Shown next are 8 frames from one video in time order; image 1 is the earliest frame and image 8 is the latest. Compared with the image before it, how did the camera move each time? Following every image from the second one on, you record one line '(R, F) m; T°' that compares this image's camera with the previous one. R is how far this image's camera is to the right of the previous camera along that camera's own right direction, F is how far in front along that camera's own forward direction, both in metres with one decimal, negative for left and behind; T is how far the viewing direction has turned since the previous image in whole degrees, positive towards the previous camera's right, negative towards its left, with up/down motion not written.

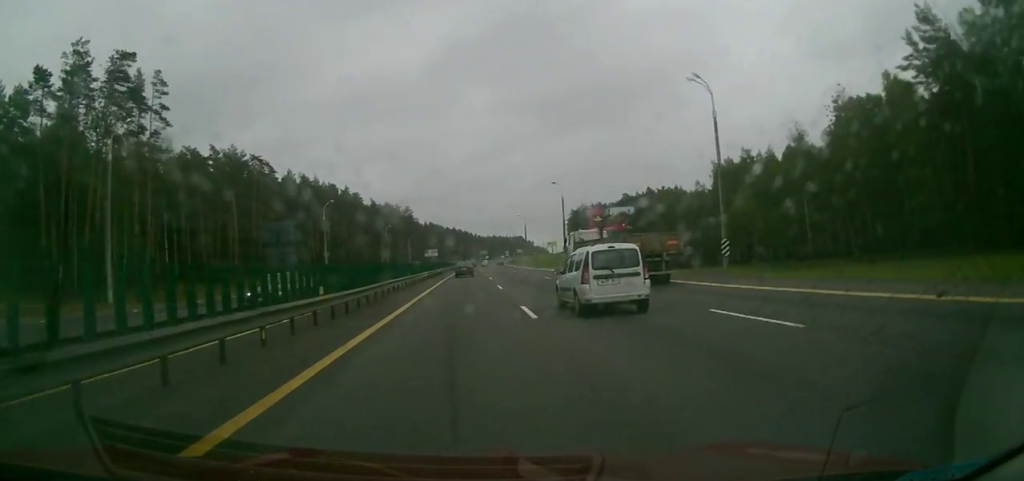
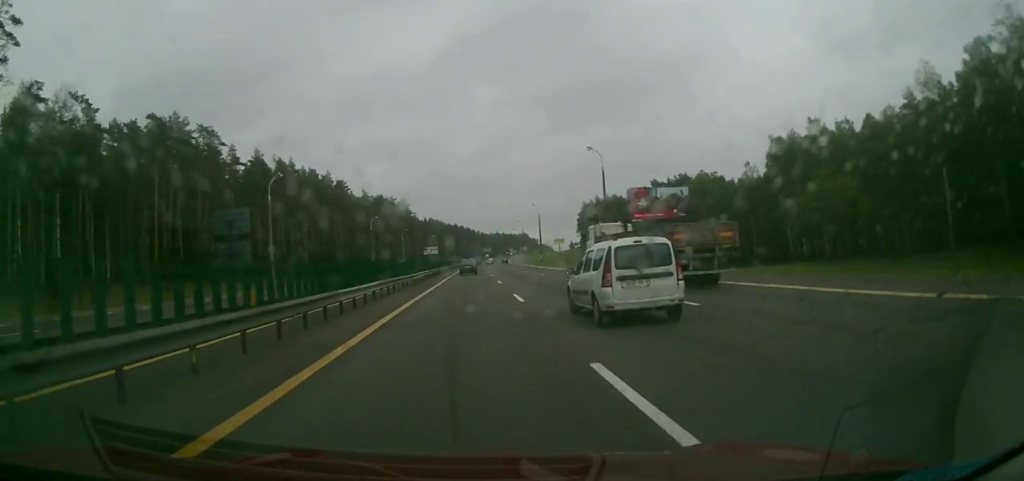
(0.0, +23.2) m; 0°
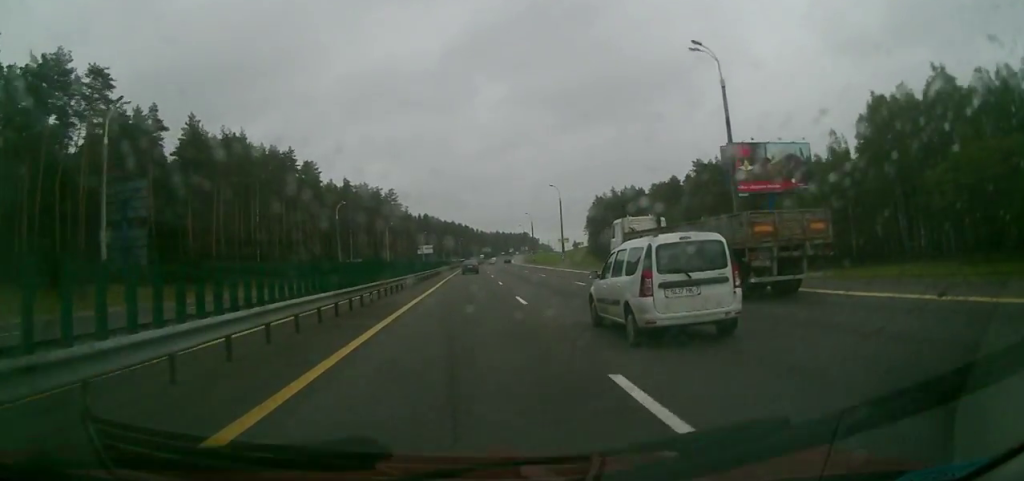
(-0.1, +33.6) m; 0°
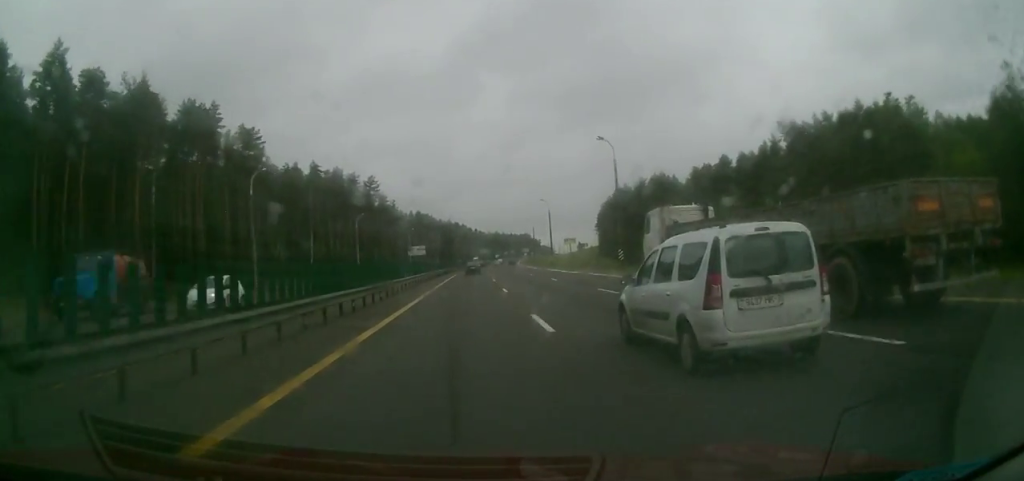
(+0.1, +46.2) m; 0°
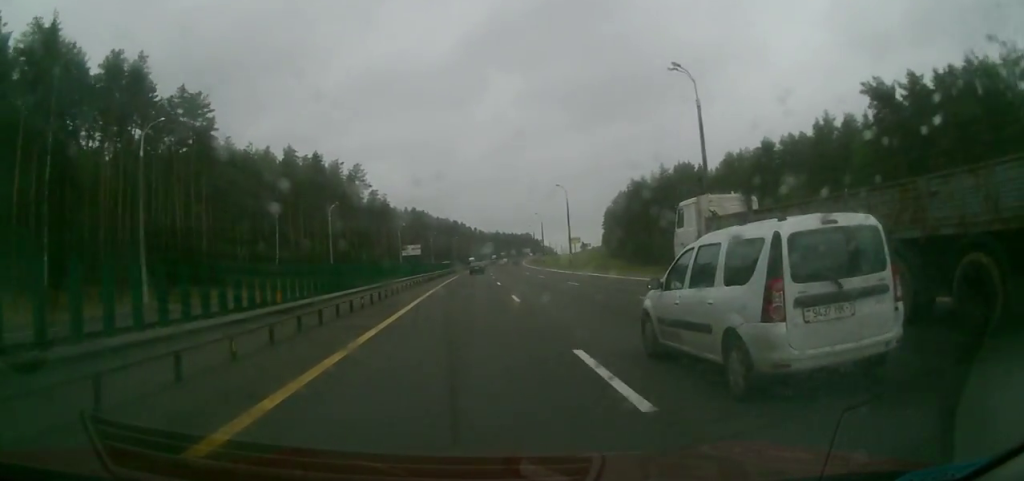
(+0.2, +25.8) m; 0°
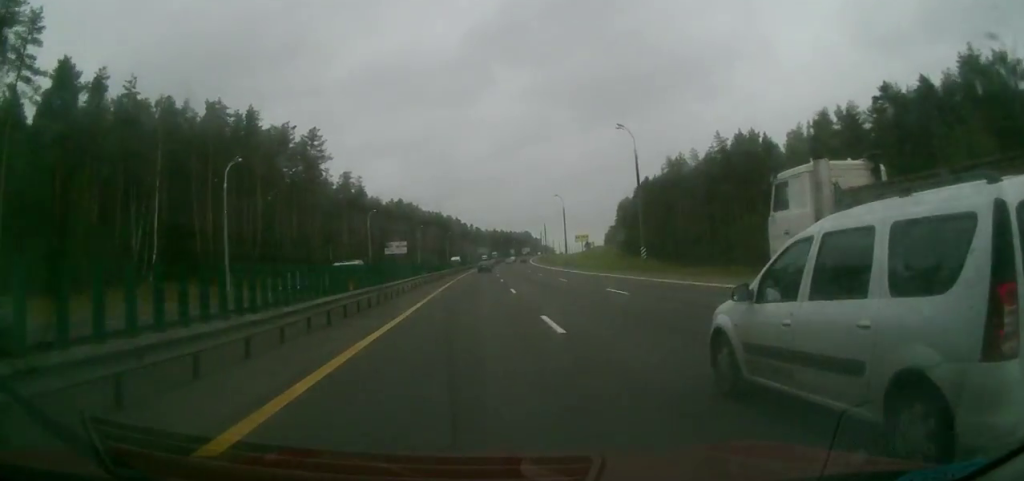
(-0.1, +44.1) m; +1°
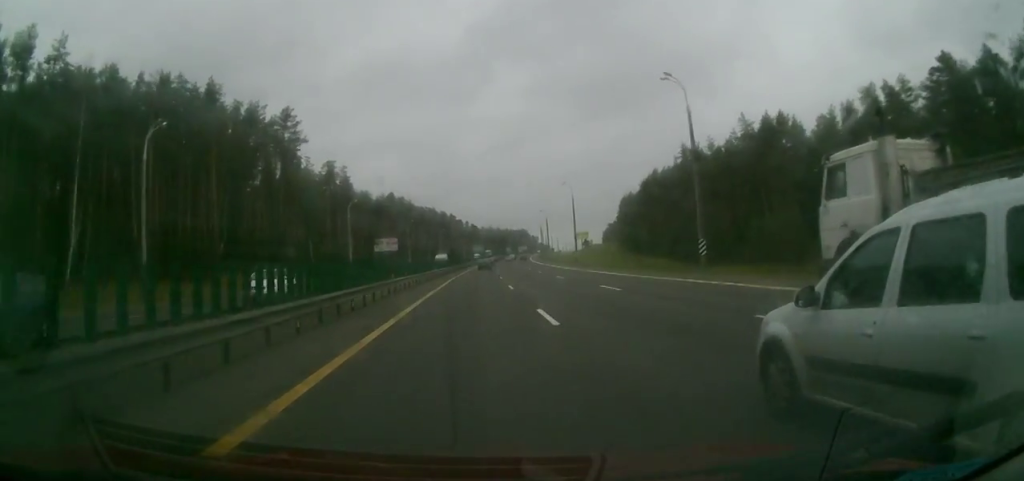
(+0.1, +15.0) m; 0°
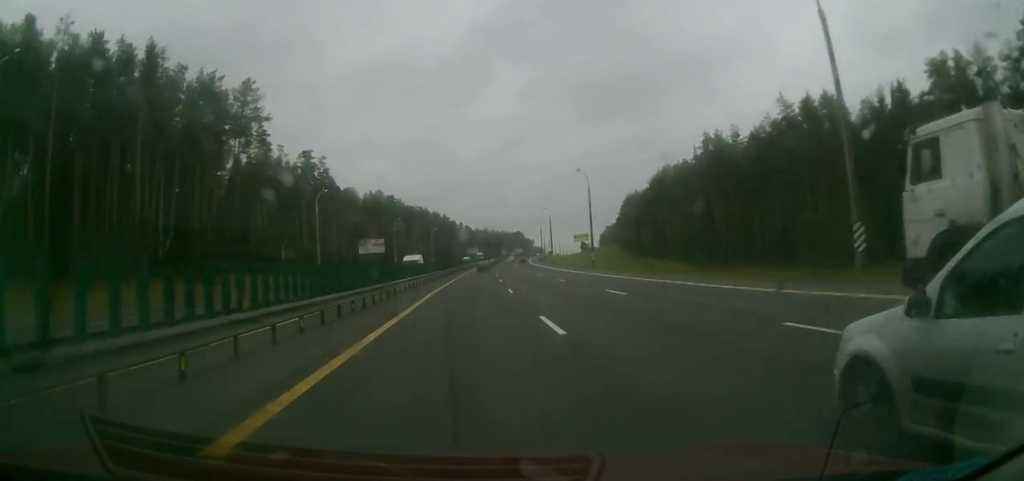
(0.0, +17.3) m; 0°
